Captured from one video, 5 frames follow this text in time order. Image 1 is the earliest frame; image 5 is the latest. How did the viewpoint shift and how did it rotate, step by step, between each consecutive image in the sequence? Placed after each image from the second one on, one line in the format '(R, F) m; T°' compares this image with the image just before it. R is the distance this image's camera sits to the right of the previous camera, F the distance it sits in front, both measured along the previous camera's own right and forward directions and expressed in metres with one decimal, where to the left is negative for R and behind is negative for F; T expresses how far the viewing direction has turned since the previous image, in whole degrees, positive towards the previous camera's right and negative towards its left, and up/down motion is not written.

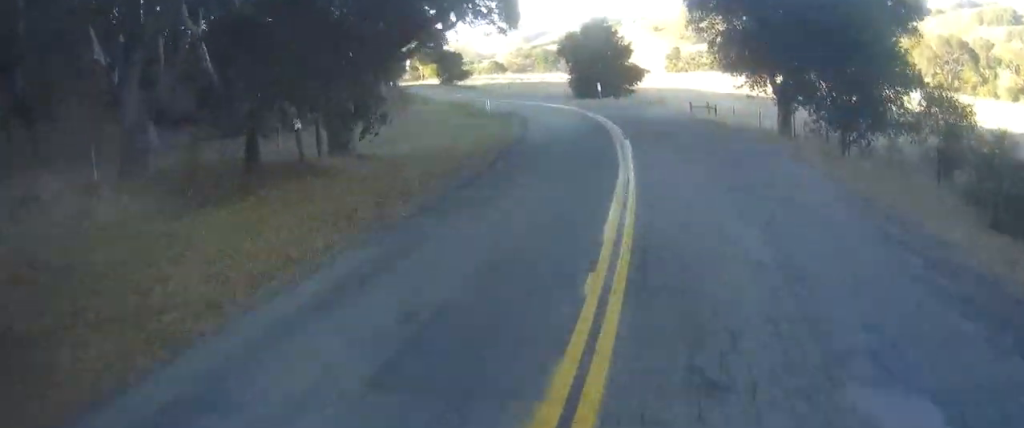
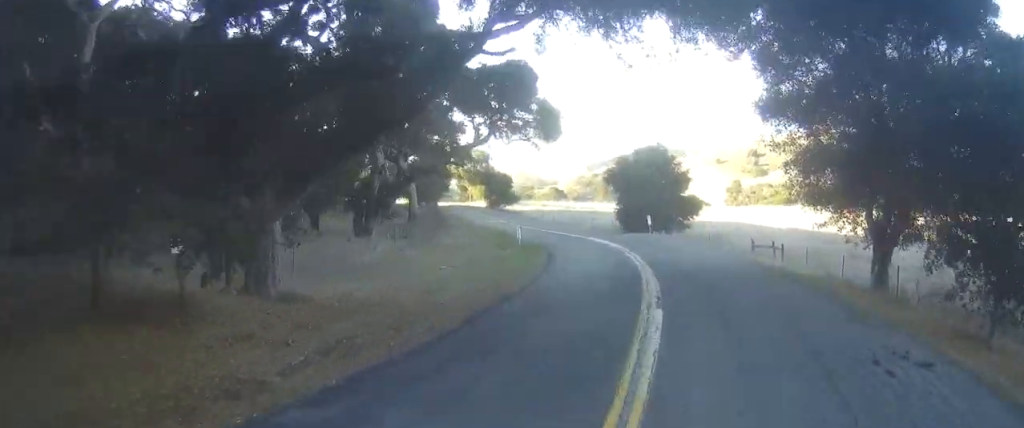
(0.0, +8.2) m; +3°
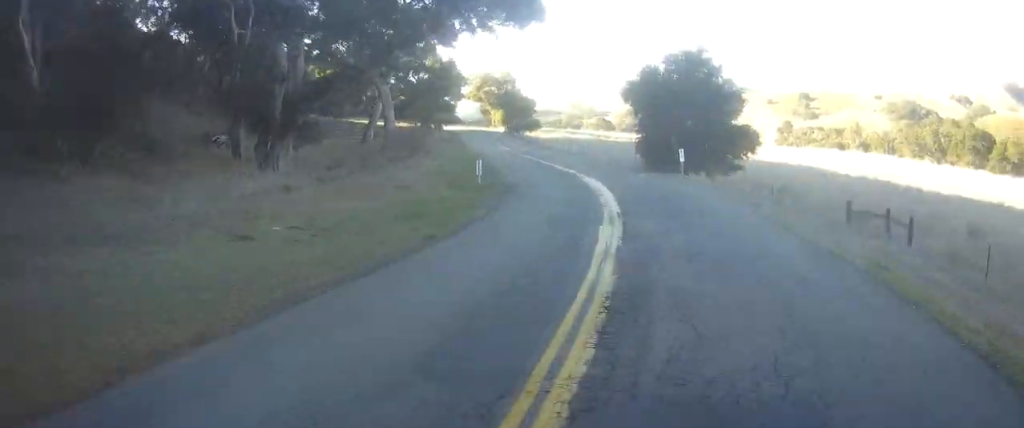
(0.0, +17.5) m; -10°
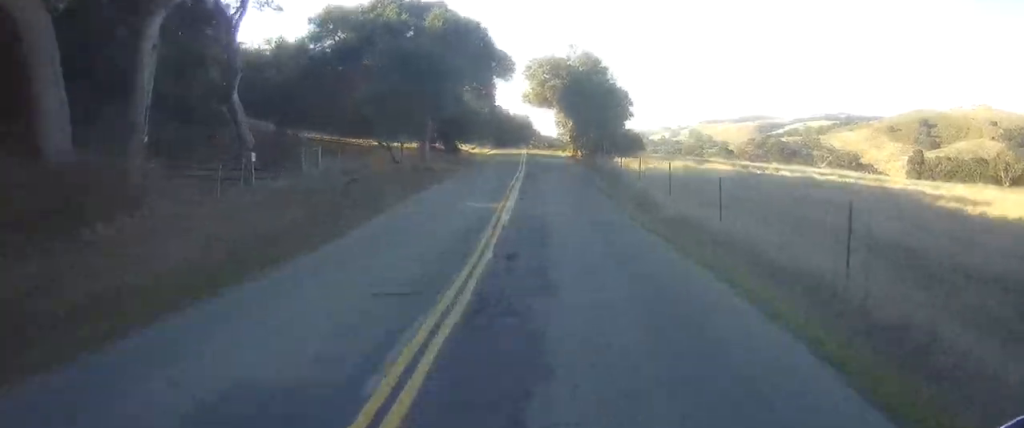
(-12.6, +43.8) m; -26°
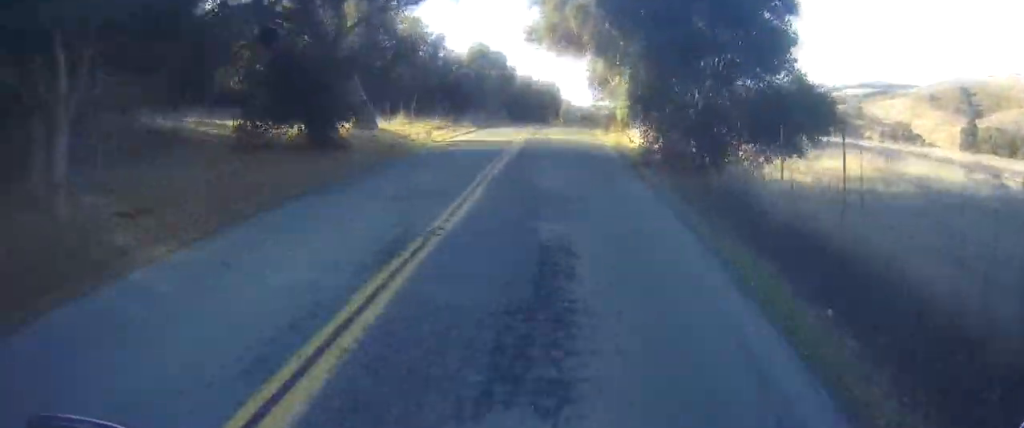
(-1.9, +30.3) m; -7°
